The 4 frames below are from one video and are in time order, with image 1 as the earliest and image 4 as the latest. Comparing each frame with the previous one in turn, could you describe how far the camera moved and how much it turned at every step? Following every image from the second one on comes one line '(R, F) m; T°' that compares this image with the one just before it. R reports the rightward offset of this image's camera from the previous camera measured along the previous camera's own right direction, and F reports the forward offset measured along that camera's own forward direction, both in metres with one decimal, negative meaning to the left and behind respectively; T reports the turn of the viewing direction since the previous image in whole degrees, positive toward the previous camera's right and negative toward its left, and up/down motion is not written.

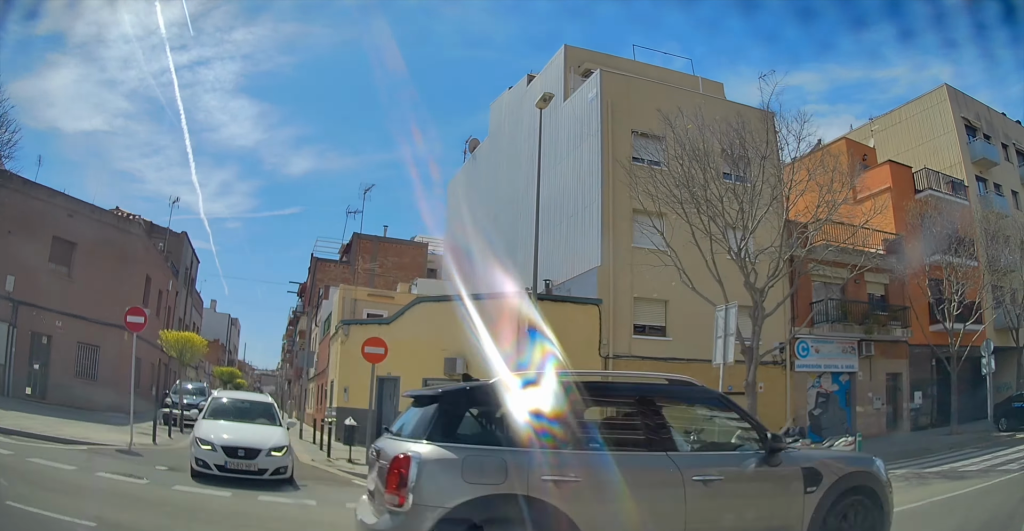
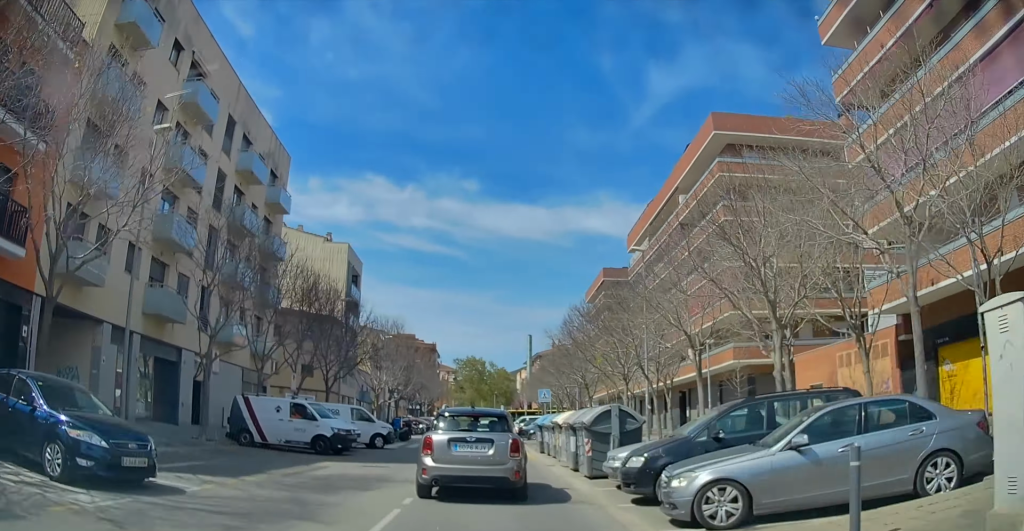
(+1.7, +14.4) m; +5°
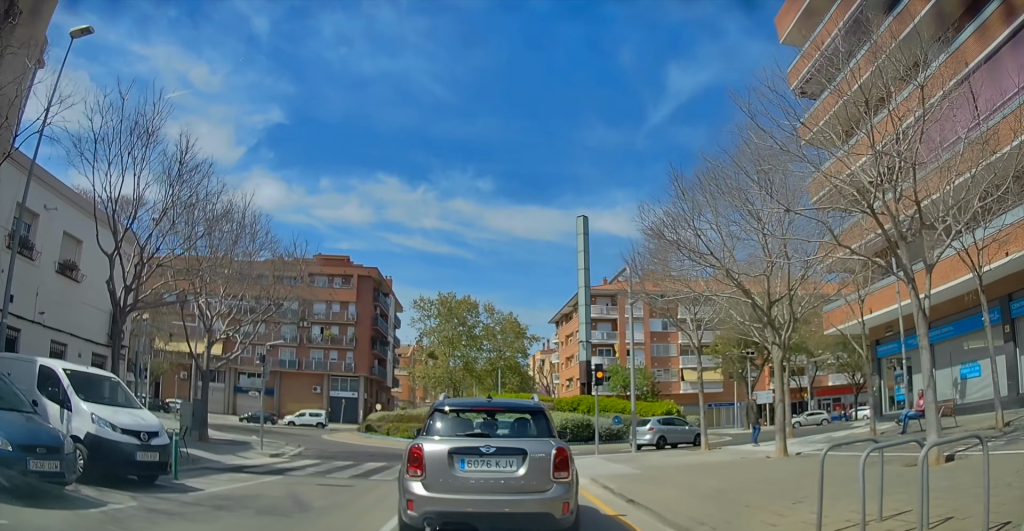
(+13.5, +76.1) m; +53°
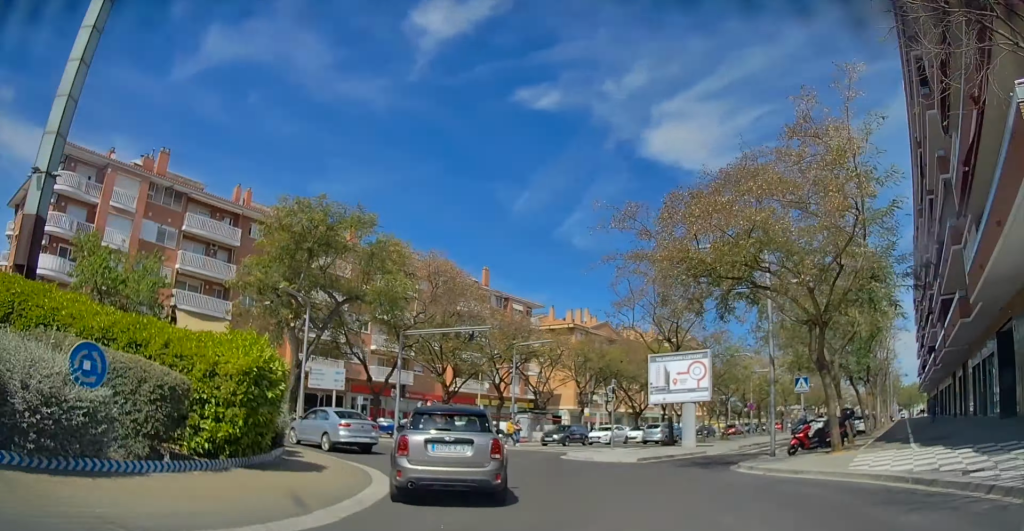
(+10.0, +32.0) m; +23°
